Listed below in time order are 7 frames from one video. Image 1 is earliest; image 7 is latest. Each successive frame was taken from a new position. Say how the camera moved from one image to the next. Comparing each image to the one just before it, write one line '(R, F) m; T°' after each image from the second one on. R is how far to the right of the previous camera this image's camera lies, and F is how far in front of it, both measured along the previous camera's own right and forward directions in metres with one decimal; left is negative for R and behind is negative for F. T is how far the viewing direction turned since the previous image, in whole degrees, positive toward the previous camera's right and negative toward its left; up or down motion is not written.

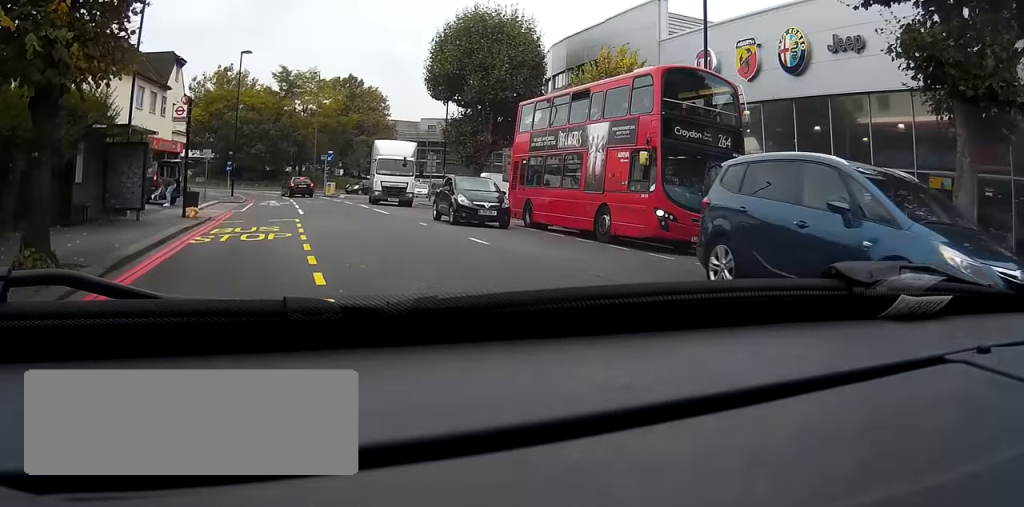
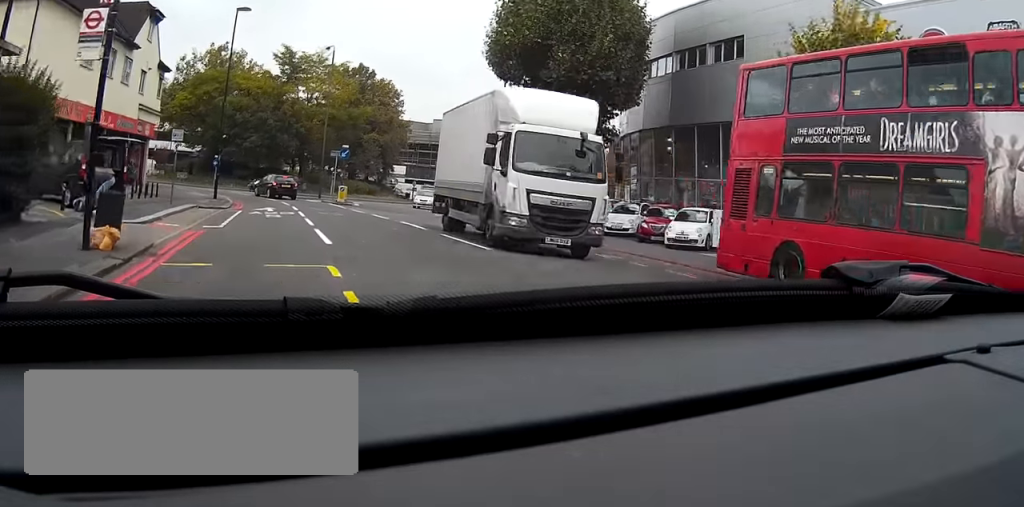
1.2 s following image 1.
(0.0, +12.6) m; 0°
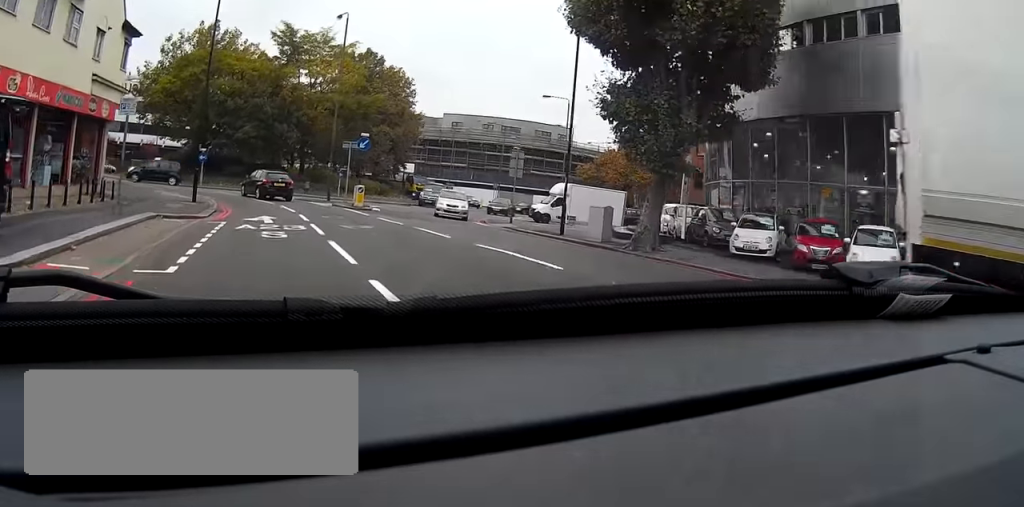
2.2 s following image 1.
(0.0, +9.8) m; 0°
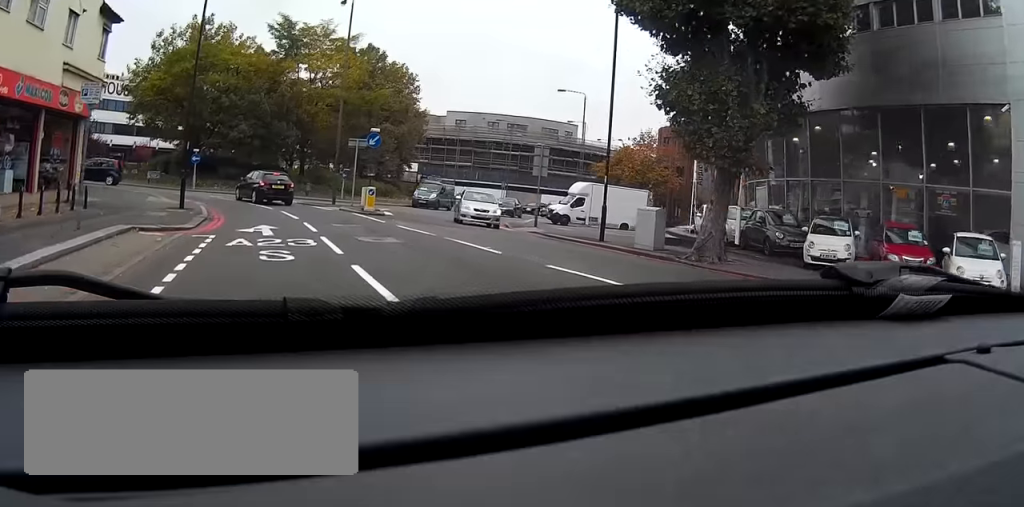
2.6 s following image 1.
(0.0, +3.9) m; 0°
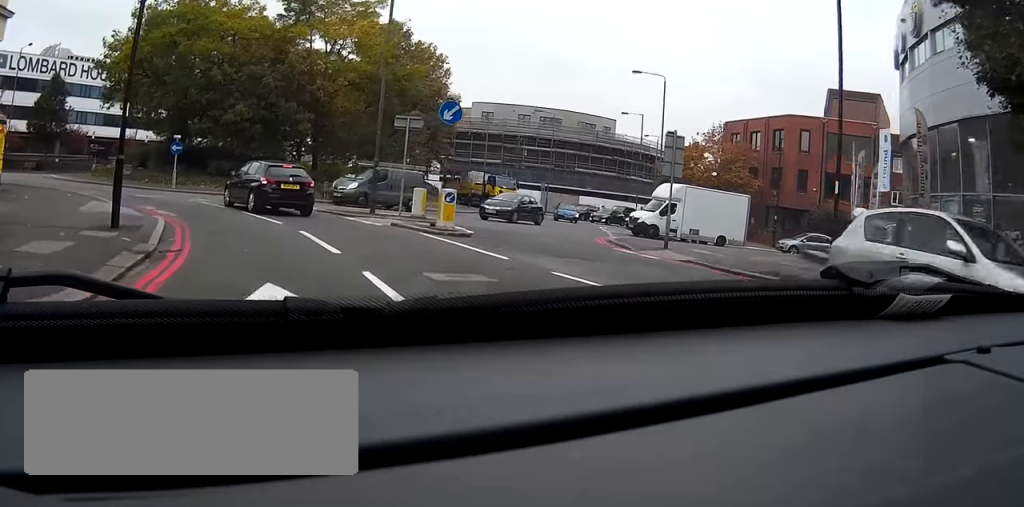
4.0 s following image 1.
(-0.1, +12.6) m; 0°
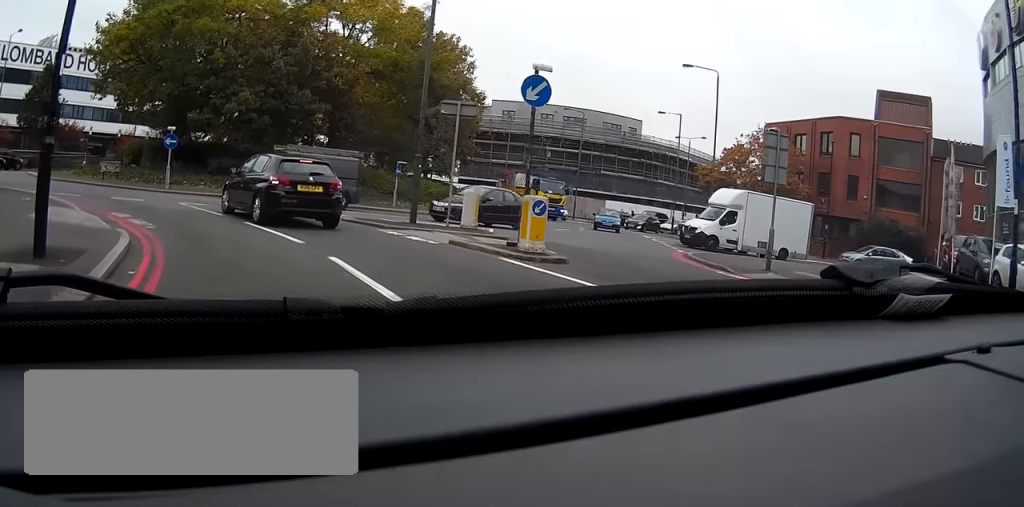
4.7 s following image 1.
(0.0, +5.3) m; -1°
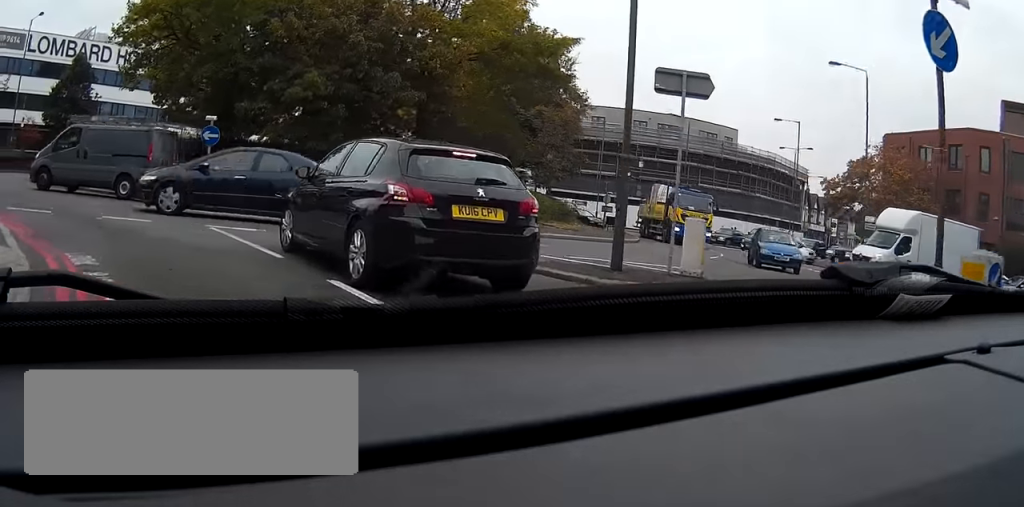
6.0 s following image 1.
(-0.3, +8.5) m; -5°
